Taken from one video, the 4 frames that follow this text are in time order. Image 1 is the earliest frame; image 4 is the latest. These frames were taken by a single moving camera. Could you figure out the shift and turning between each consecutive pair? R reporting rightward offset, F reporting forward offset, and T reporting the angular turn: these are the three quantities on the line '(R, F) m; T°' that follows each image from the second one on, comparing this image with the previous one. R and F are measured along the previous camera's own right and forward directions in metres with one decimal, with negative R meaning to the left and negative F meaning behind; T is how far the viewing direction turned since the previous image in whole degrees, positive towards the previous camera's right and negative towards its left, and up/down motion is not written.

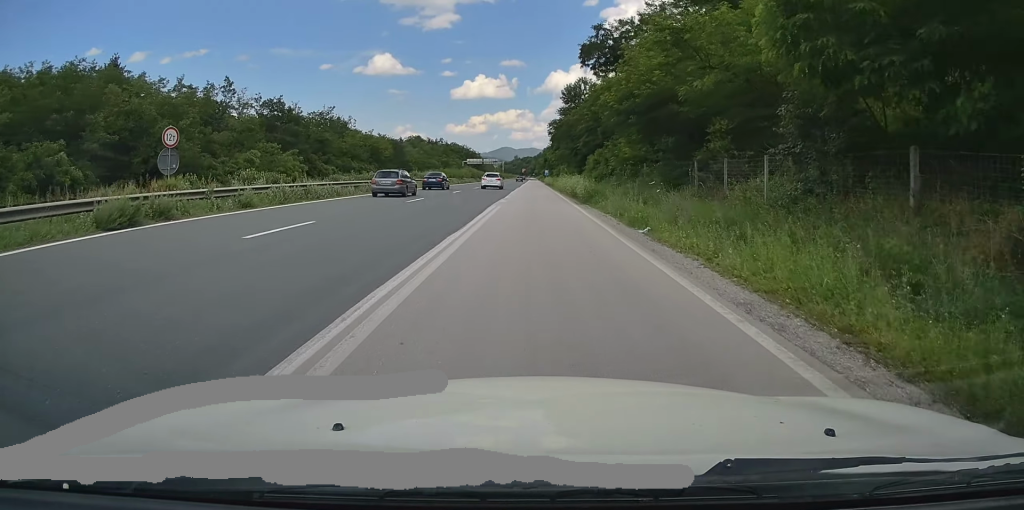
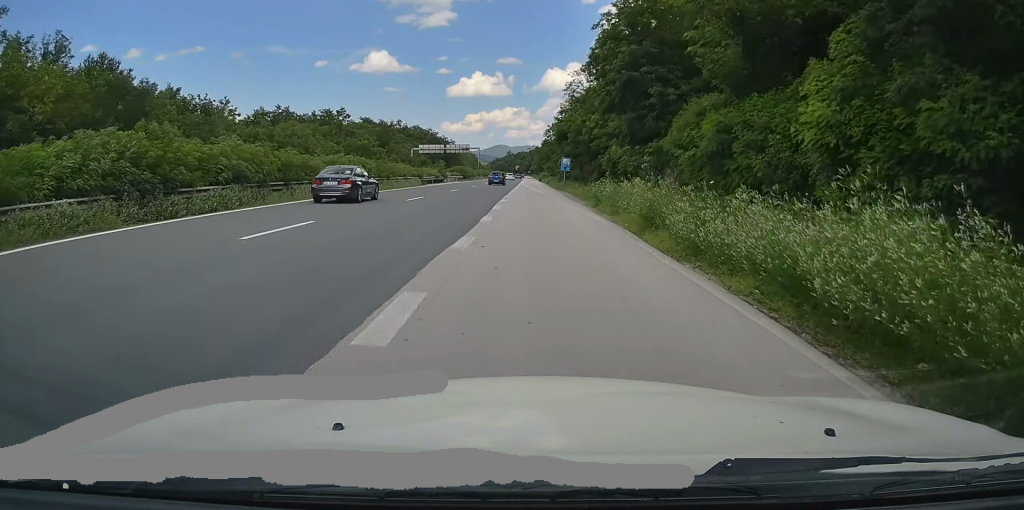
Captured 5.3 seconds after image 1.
(-0.5, +97.7) m; 0°
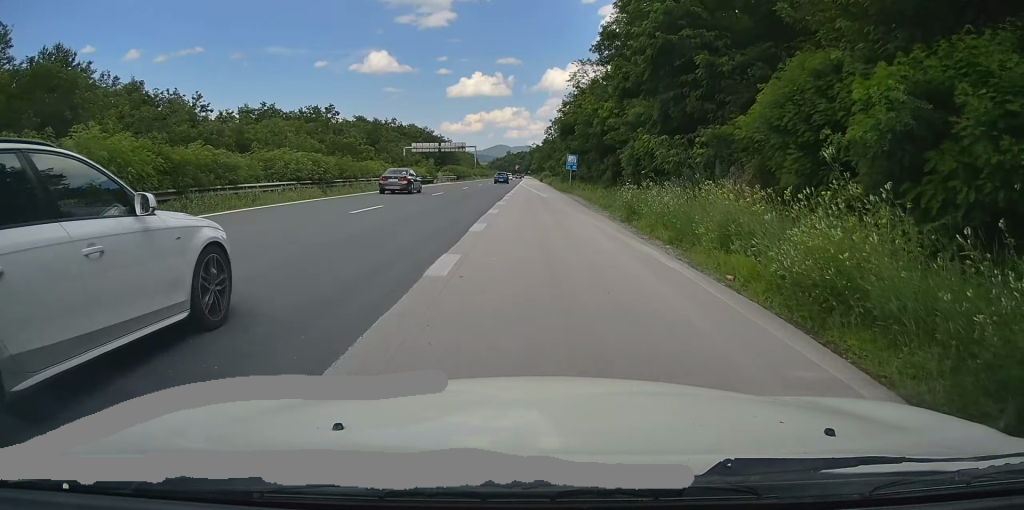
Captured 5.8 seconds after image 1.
(+0.2, +8.8) m; -1°
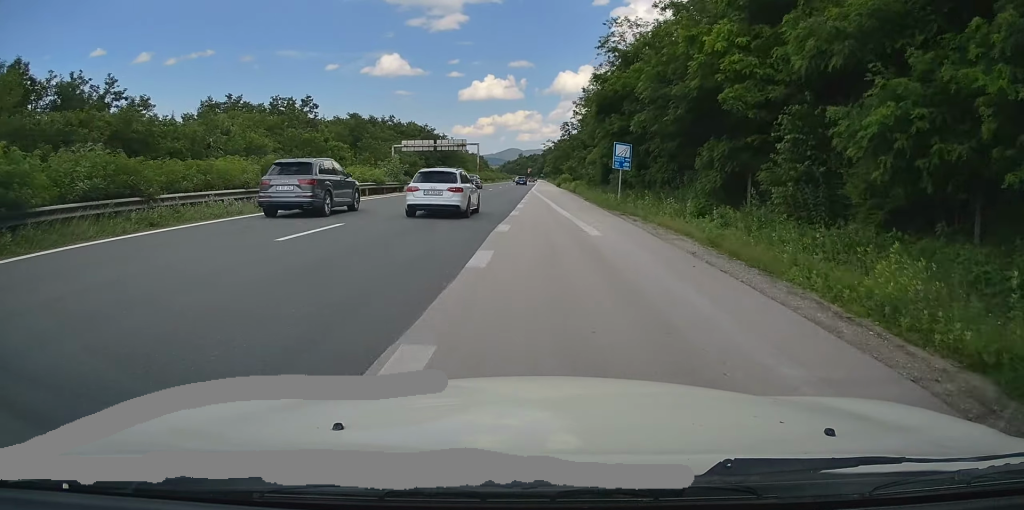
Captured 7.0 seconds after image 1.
(-0.7, +23.1) m; -1°
